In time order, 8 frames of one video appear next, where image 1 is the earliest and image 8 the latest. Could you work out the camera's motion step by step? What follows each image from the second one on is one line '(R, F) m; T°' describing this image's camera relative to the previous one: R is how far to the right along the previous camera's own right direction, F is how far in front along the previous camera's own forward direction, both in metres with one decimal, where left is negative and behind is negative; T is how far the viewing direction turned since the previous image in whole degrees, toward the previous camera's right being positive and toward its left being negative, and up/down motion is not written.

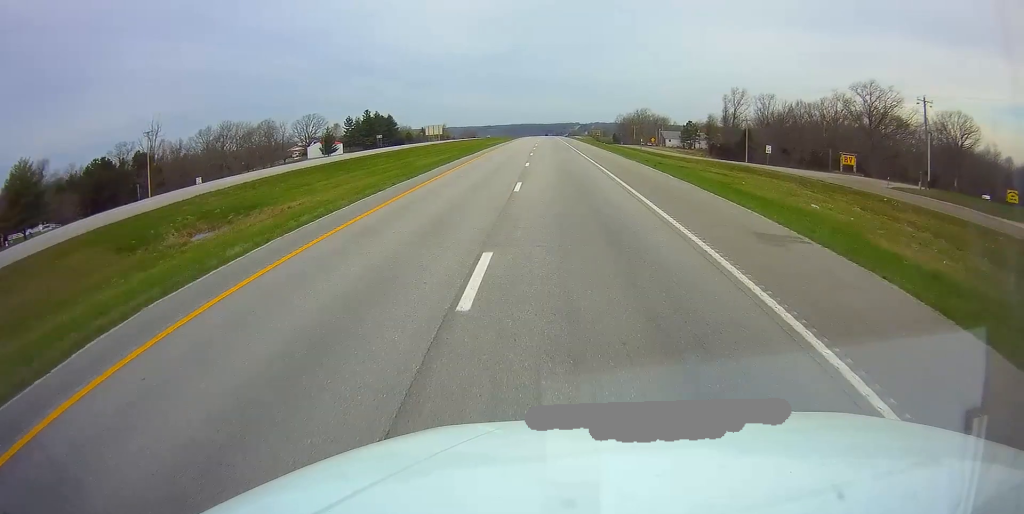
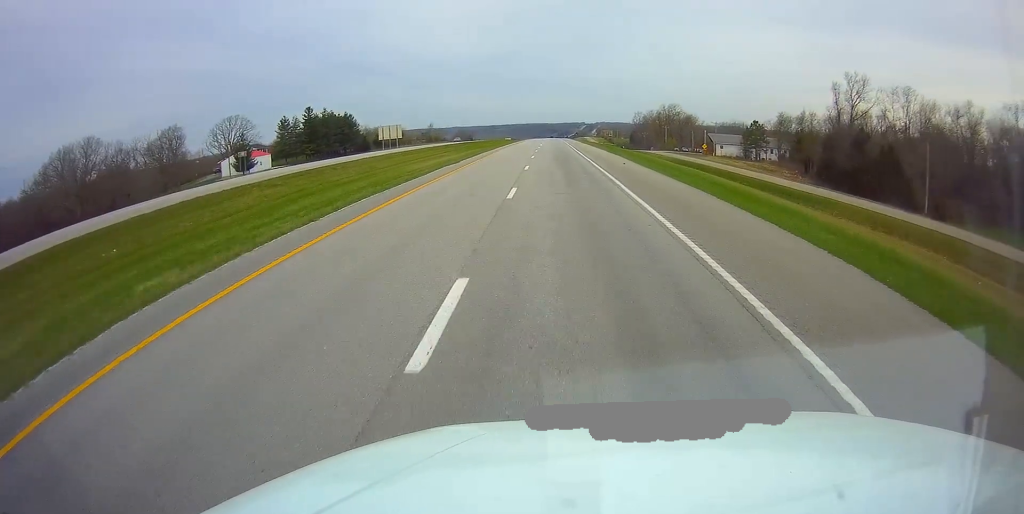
(-0.1, +63.4) m; 0°
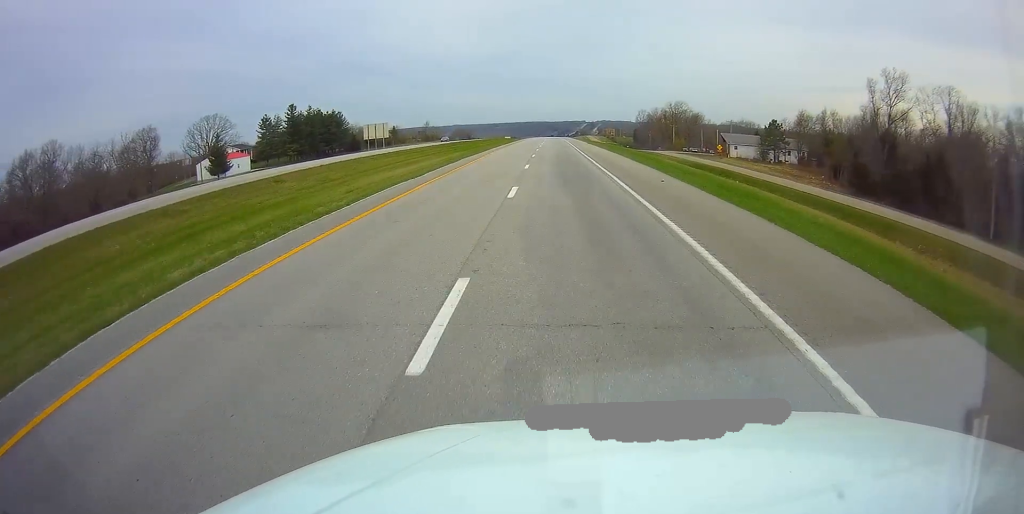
(0.0, +12.4) m; 0°
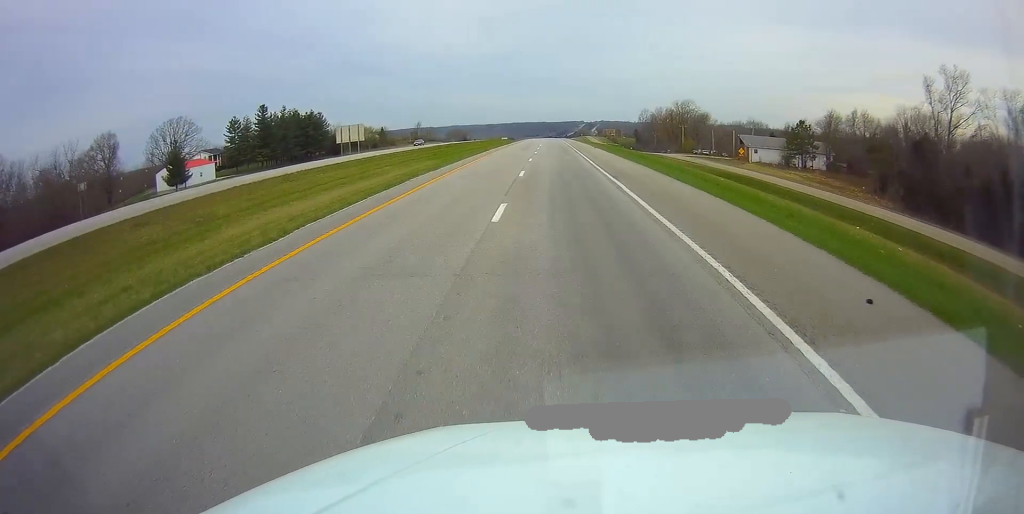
(0.0, +16.6) m; 0°
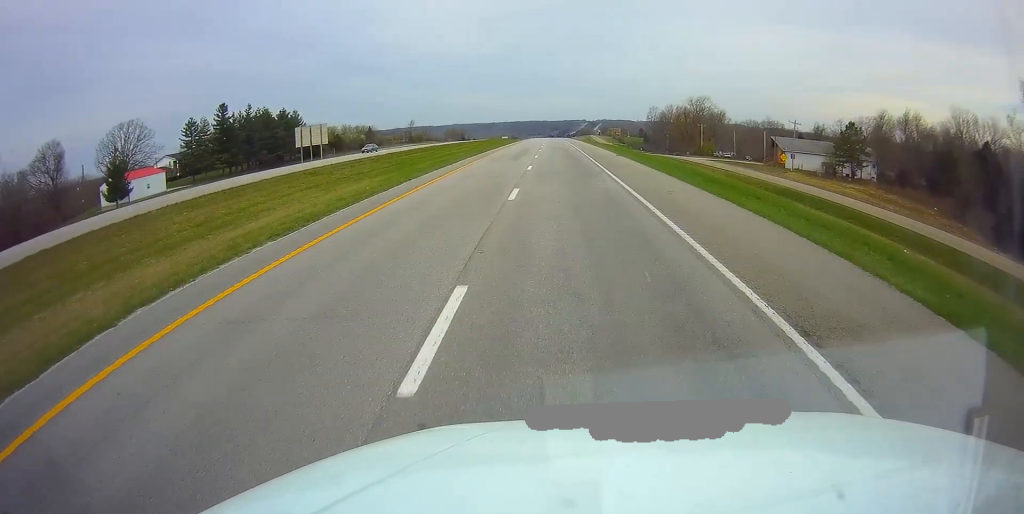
(-0.2, +20.7) m; 0°
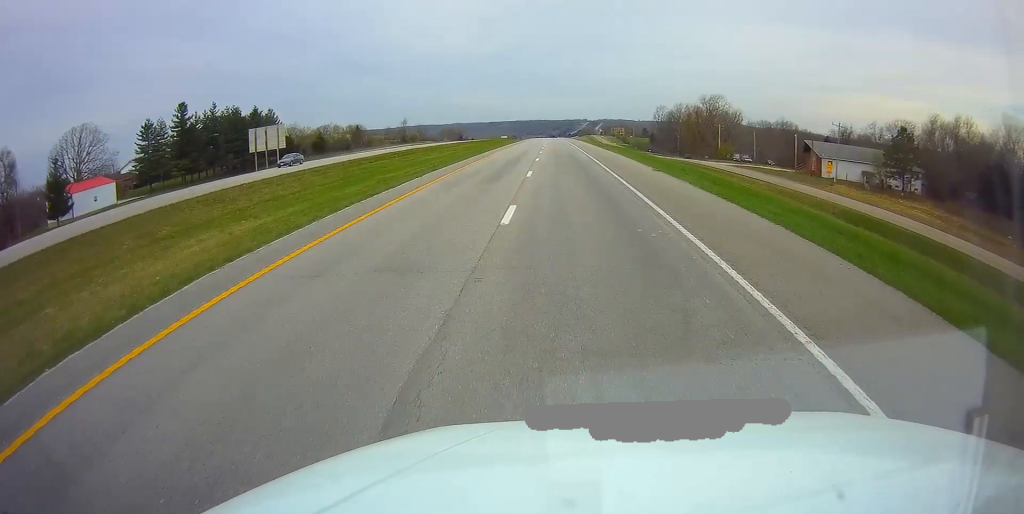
(+0.1, +16.6) m; 0°
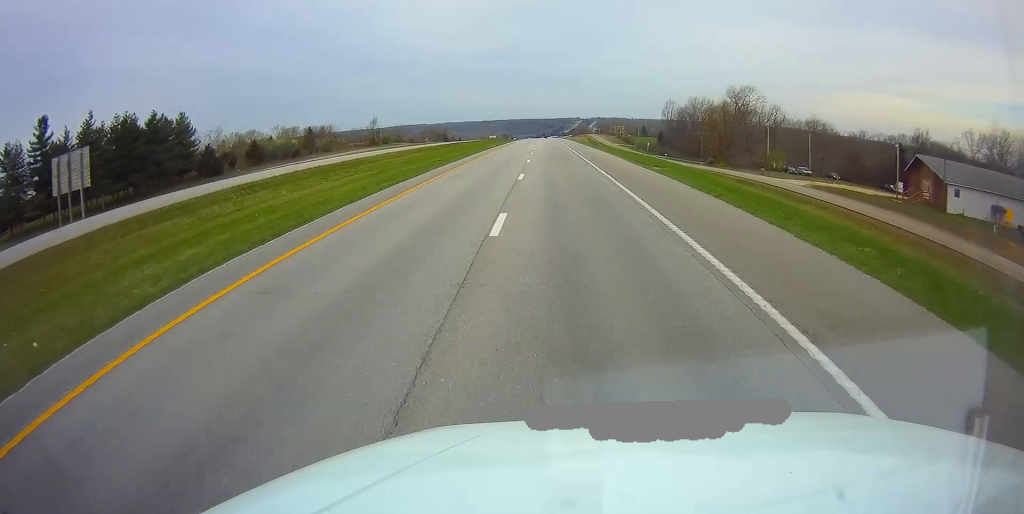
(+0.3, +38.6) m; 0°
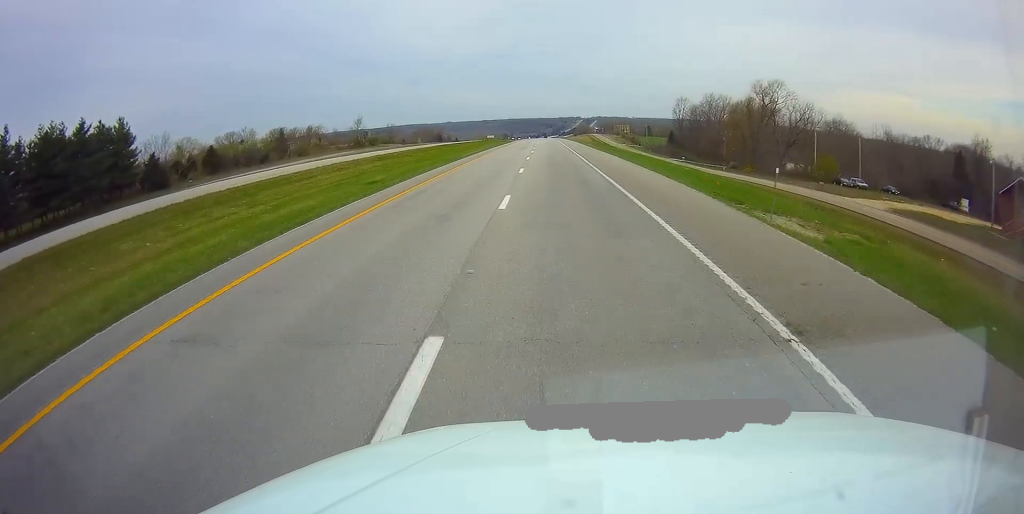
(0.0, +20.9) m; 0°
